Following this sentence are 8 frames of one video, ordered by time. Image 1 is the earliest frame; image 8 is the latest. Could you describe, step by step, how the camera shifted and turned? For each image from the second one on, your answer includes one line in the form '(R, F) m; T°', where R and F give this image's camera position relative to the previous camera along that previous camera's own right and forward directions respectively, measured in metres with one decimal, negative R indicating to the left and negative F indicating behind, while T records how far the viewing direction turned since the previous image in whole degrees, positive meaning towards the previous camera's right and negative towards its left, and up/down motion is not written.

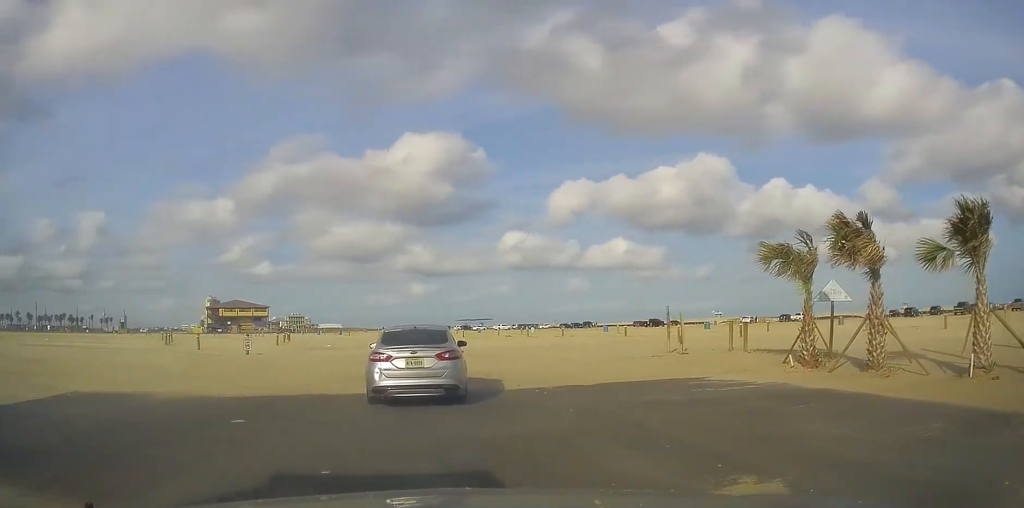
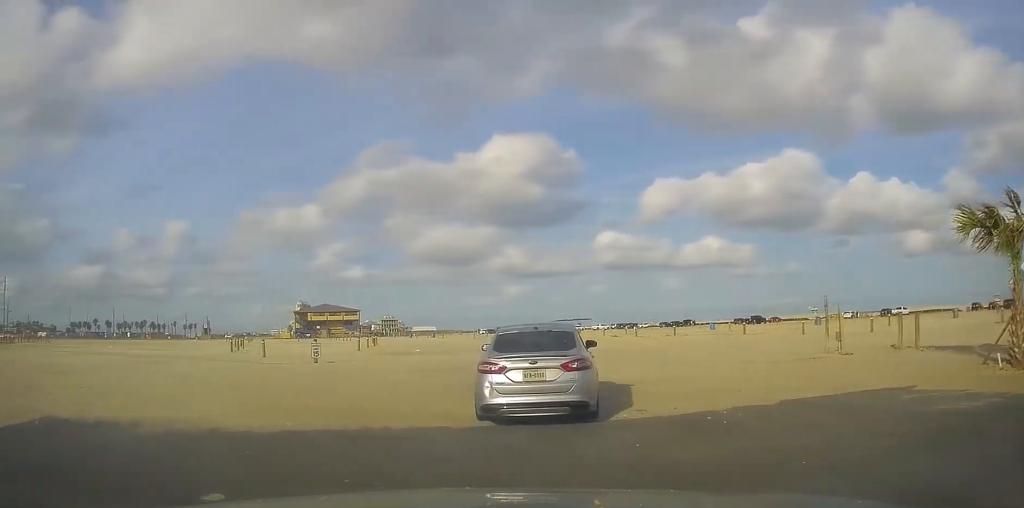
(-0.1, +4.9) m; -6°
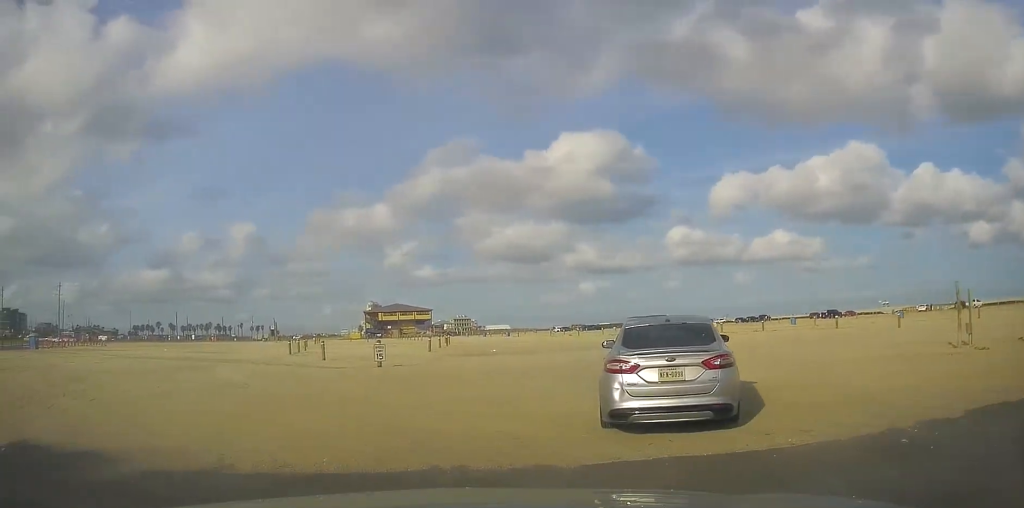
(+0.1, +3.2) m; -6°
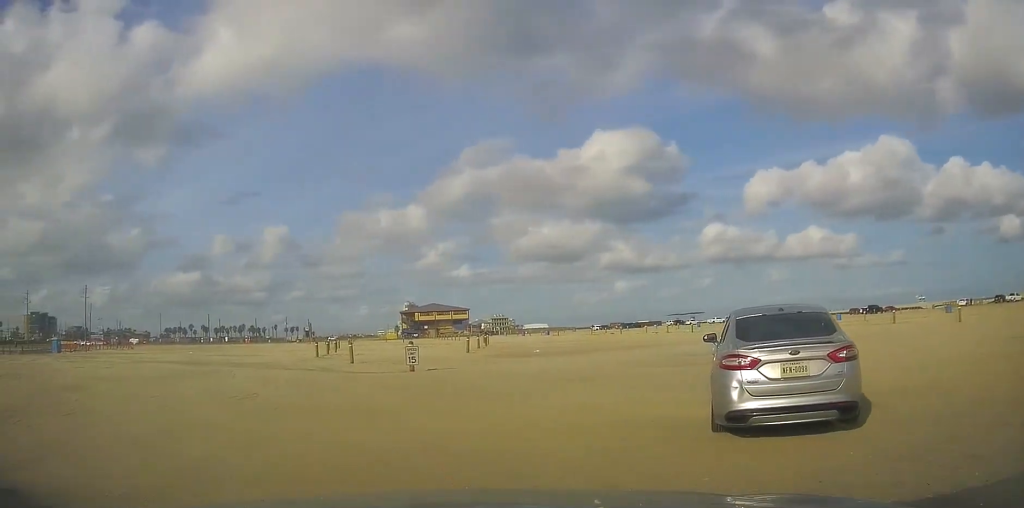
(-0.3, +2.7) m; -2°
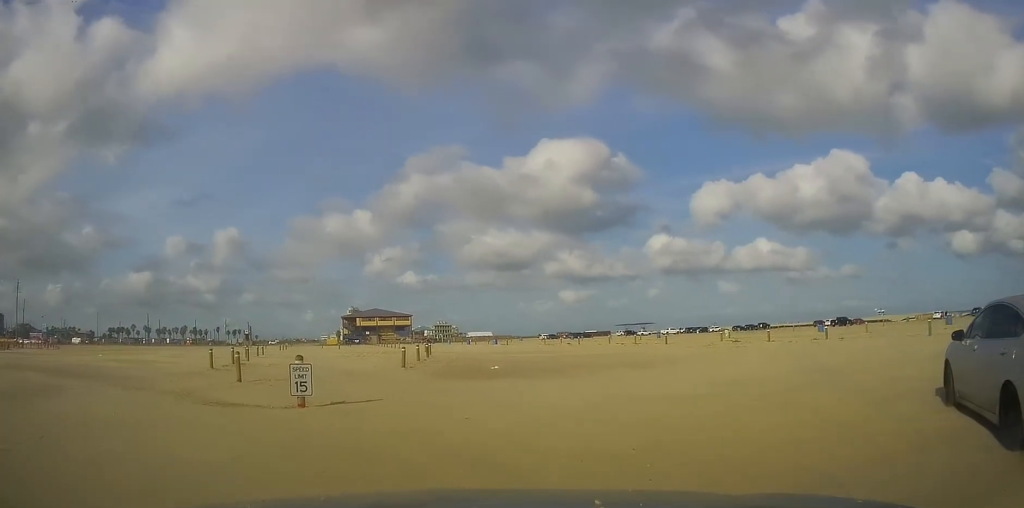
(-0.1, +8.9) m; +9°
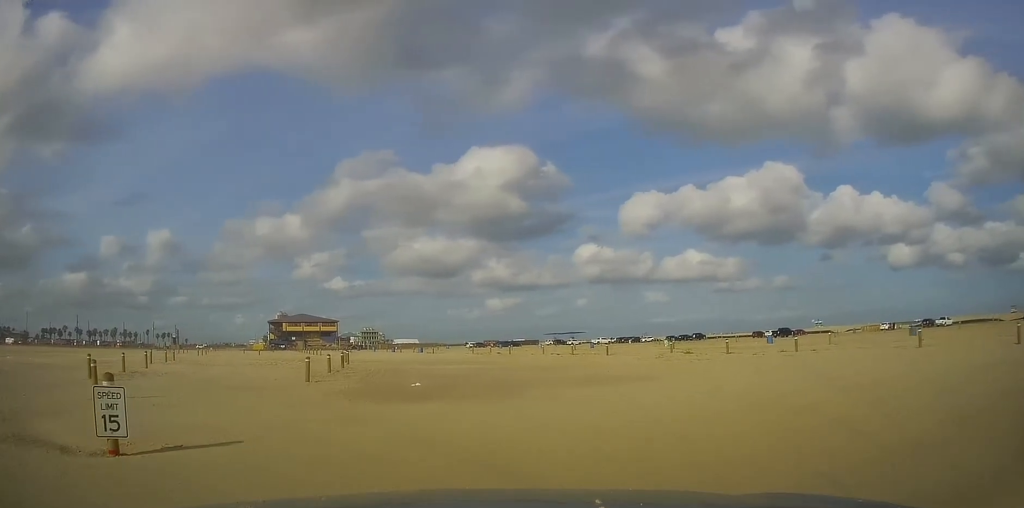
(+0.5, +4.7) m; +7°
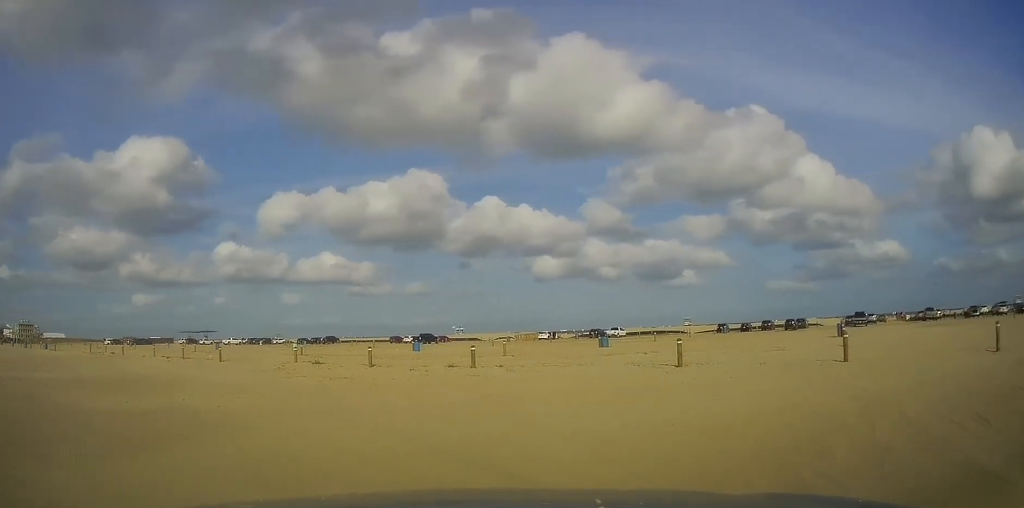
(+1.0, +10.8) m; +13°
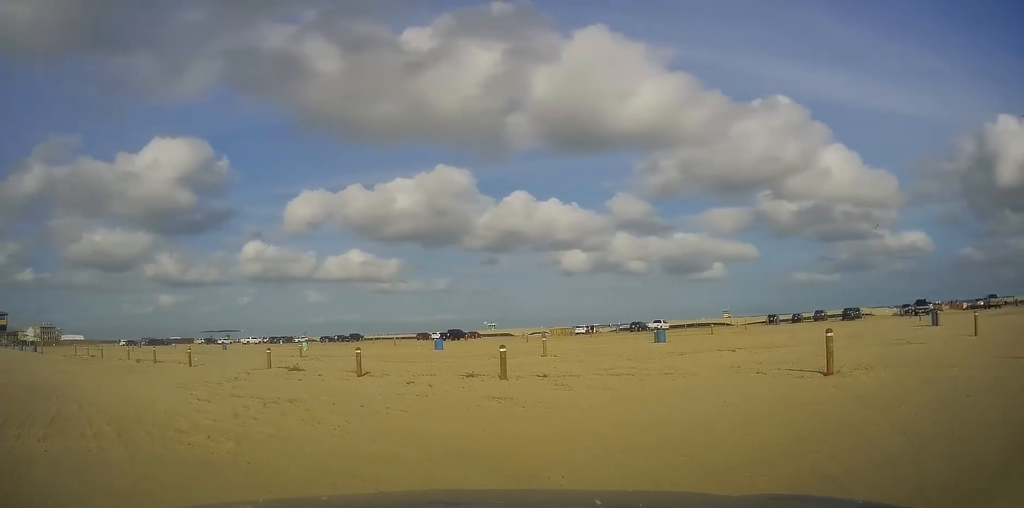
(+0.7, +8.4) m; +3°
